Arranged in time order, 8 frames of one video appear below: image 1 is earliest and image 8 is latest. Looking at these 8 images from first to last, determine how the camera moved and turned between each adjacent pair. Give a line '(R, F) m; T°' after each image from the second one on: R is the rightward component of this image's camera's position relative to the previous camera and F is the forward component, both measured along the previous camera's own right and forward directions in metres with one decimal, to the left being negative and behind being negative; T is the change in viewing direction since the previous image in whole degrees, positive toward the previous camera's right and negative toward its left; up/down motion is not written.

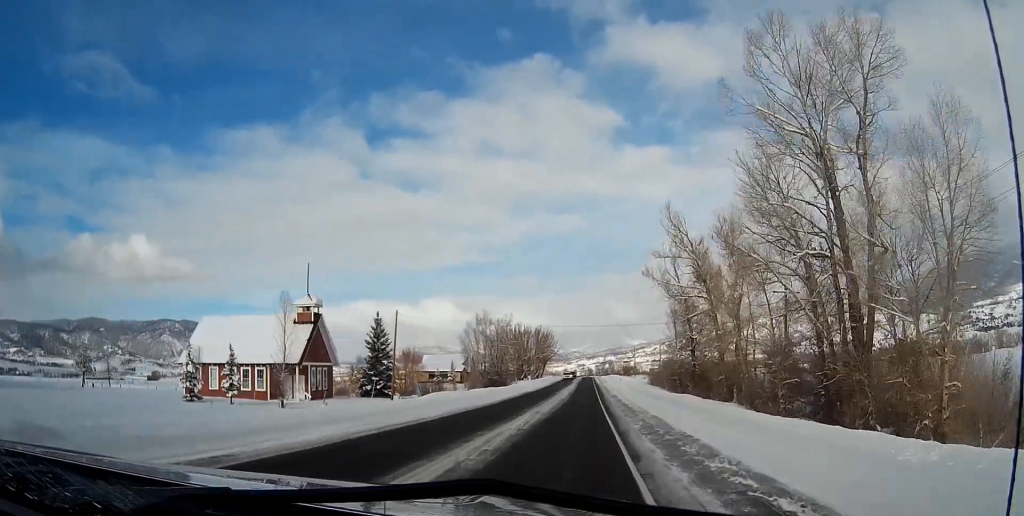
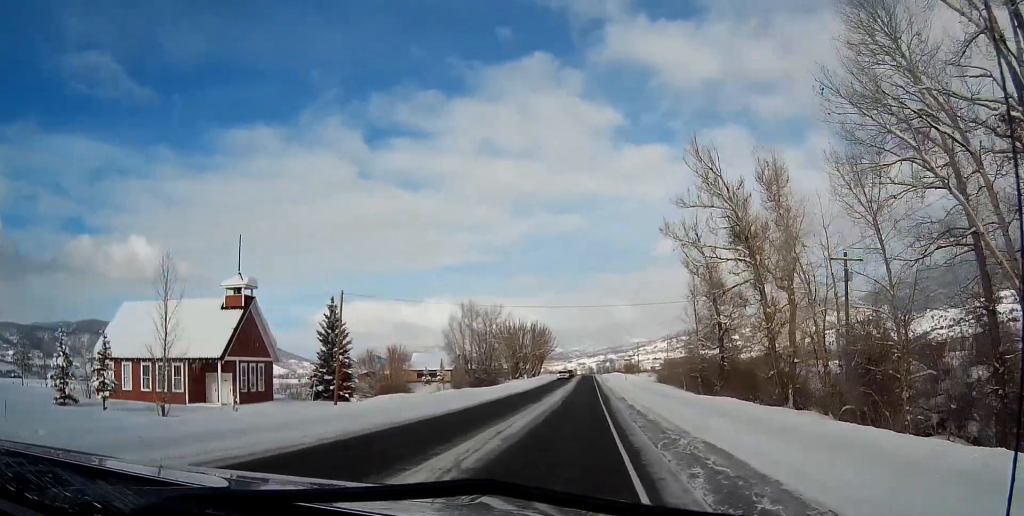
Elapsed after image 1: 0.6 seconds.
(0.0, +15.8) m; 0°
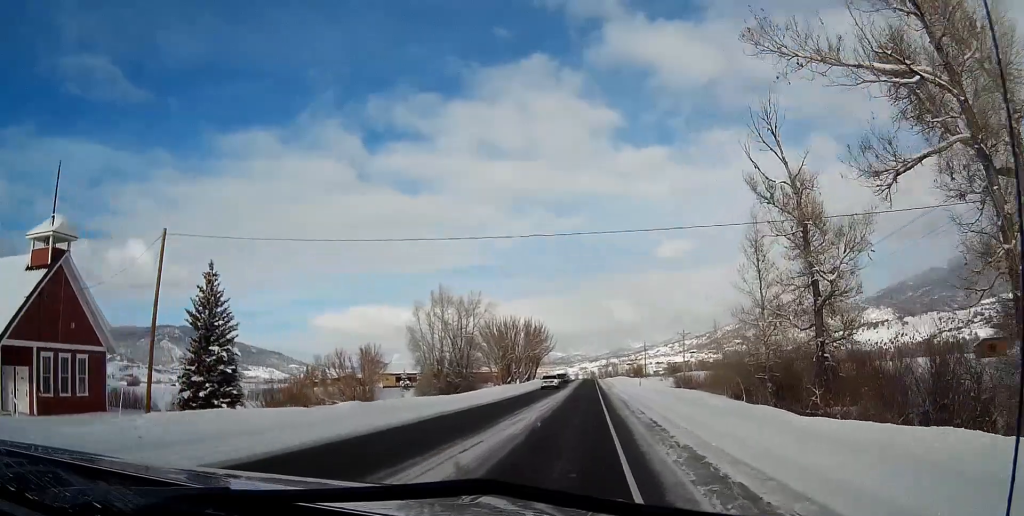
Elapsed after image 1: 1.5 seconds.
(-0.1, +24.9) m; 0°
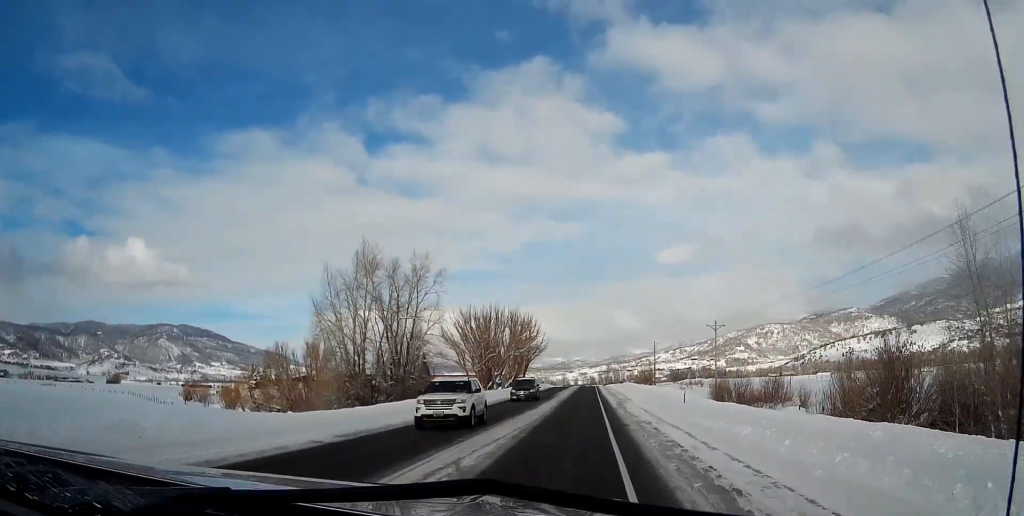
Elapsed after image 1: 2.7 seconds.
(-0.1, +32.8) m; 0°
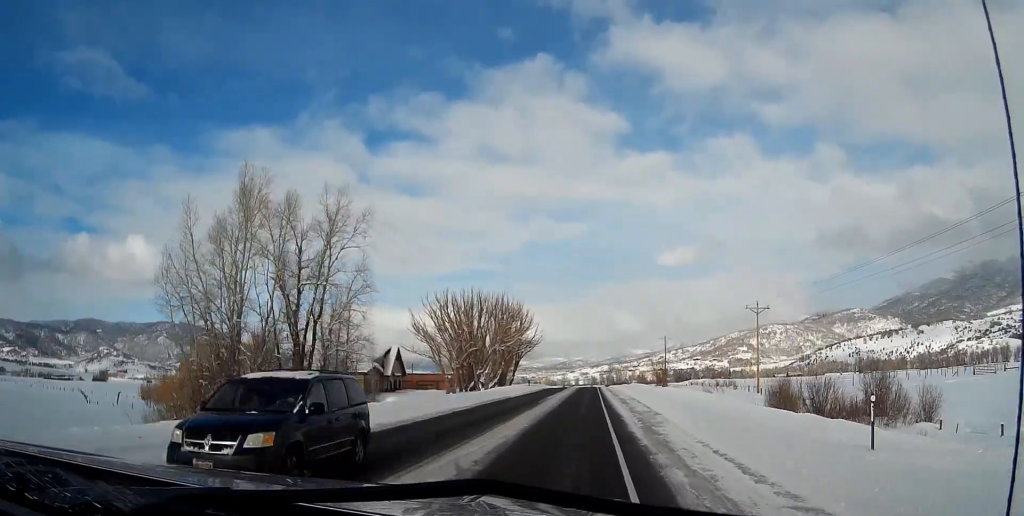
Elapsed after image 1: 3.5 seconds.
(0.0, +23.5) m; 0°
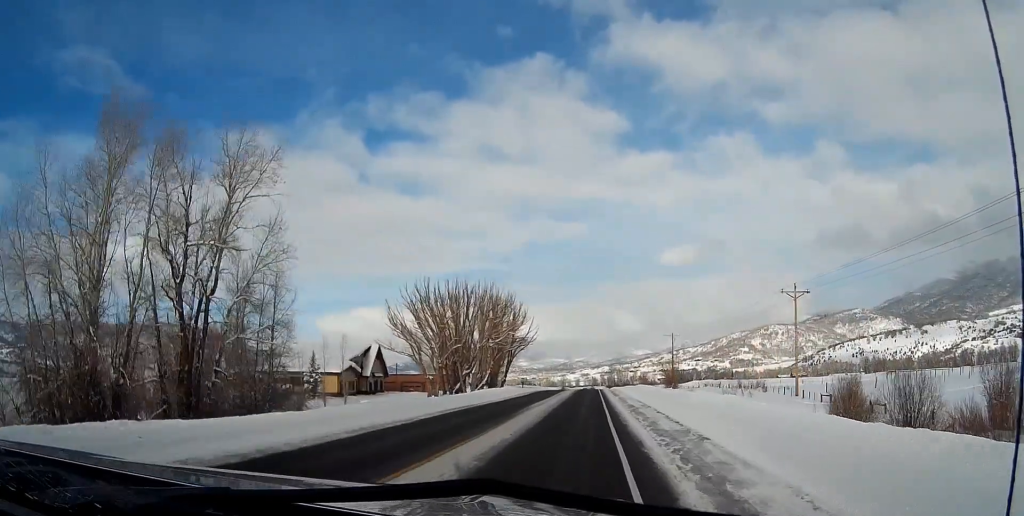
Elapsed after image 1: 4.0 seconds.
(0.0, +13.6) m; -1°
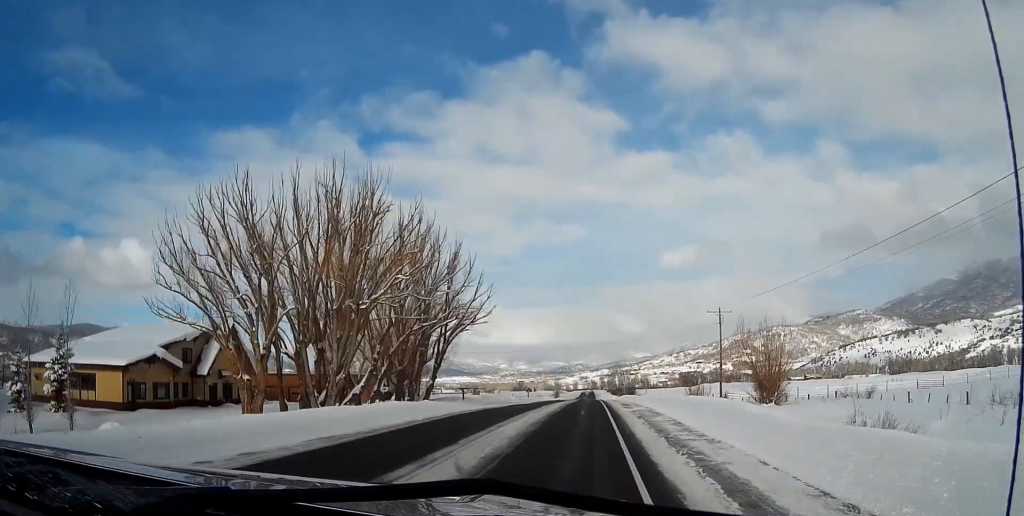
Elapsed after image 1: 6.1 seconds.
(-0.3, +55.8) m; +1°
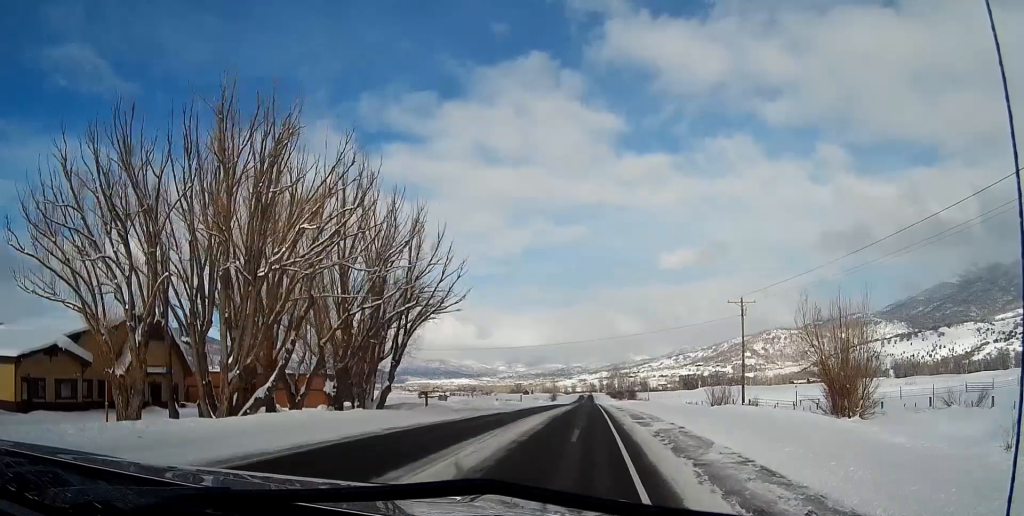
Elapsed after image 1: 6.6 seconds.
(+0.1, +14.3) m; 0°
